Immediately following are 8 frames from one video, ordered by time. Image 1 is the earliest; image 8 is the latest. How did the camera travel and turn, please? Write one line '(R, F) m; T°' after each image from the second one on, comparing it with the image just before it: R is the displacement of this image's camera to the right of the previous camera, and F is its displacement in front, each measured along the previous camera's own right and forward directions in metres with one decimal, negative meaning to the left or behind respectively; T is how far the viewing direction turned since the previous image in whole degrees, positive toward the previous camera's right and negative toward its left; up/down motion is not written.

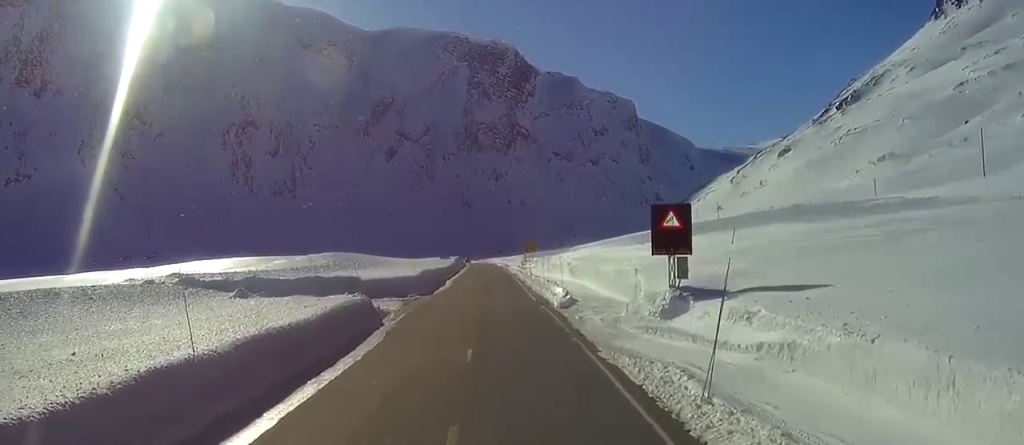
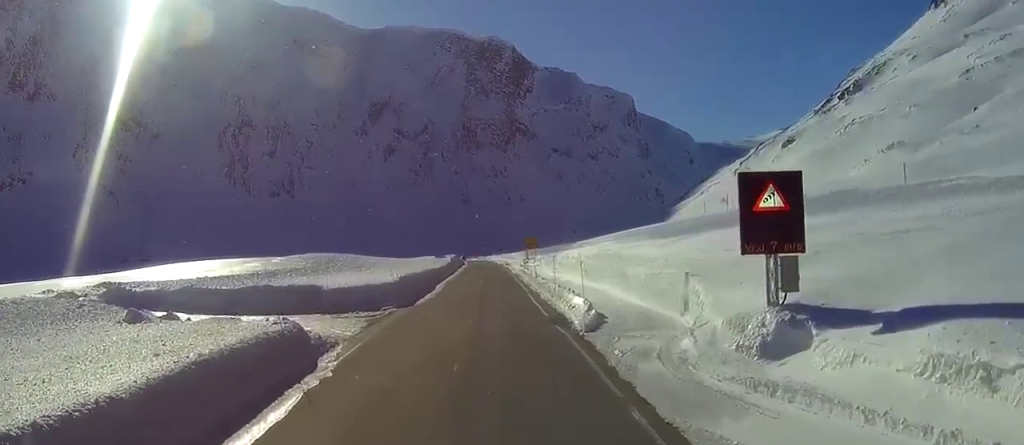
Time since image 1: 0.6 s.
(0.0, +13.8) m; 0°
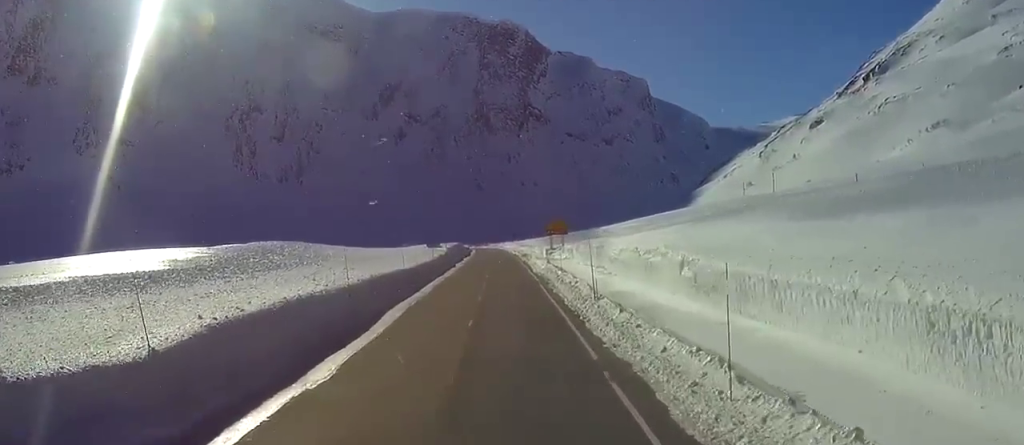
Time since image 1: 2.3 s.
(0.0, +39.4) m; 0°
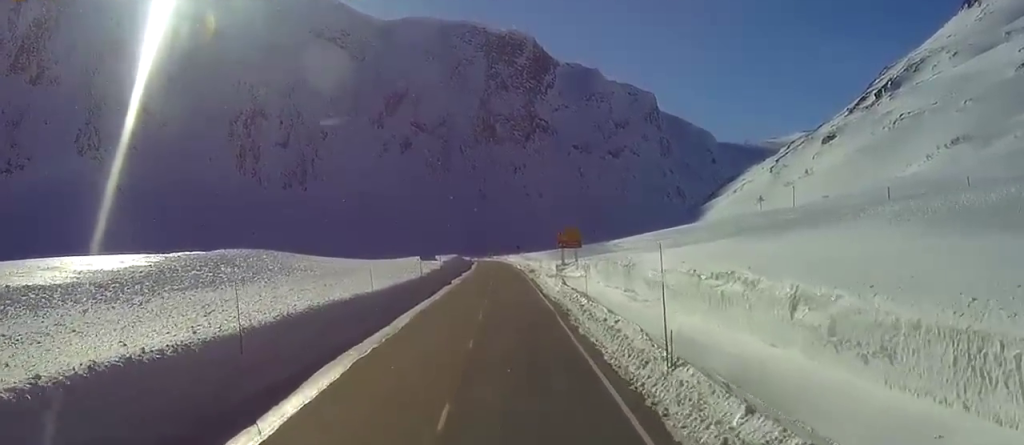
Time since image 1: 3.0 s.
(0.0, +14.7) m; 0°
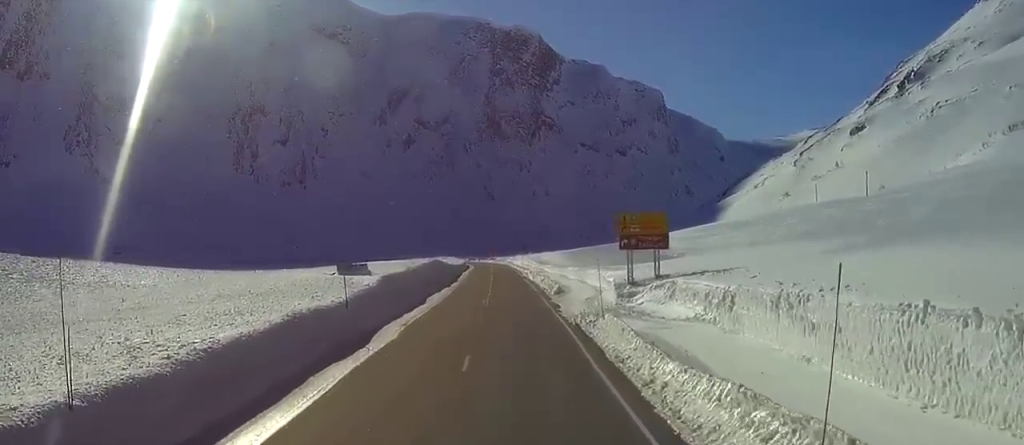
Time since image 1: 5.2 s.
(0.0, +52.1) m; -2°
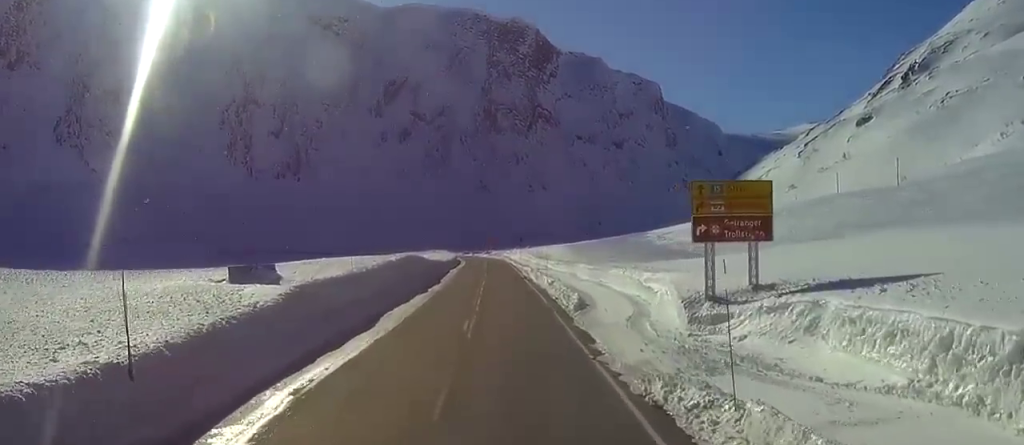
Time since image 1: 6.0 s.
(-0.6, +19.2) m; -1°
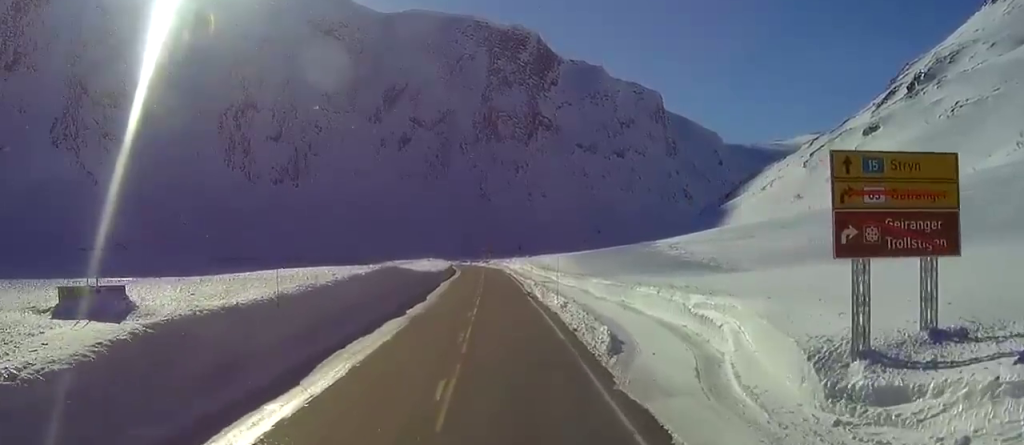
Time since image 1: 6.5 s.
(-0.1, +12.2) m; 0°
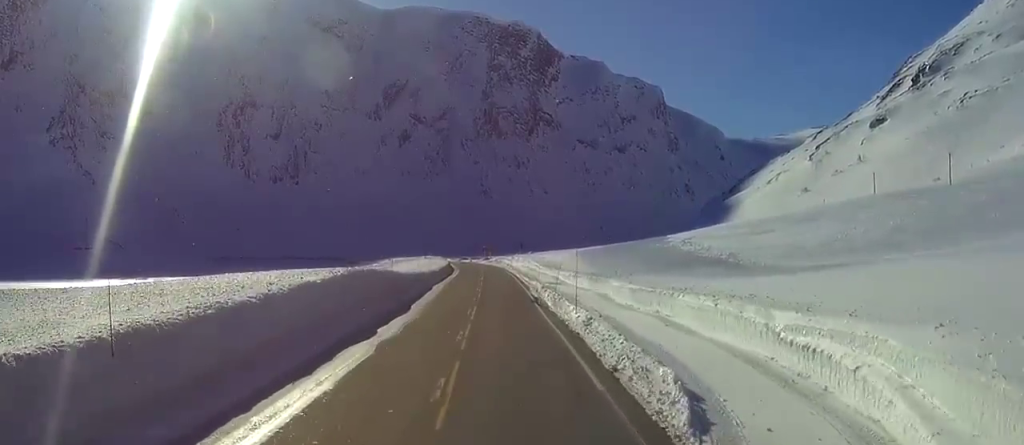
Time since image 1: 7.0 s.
(0.0, +11.1) m; 0°
